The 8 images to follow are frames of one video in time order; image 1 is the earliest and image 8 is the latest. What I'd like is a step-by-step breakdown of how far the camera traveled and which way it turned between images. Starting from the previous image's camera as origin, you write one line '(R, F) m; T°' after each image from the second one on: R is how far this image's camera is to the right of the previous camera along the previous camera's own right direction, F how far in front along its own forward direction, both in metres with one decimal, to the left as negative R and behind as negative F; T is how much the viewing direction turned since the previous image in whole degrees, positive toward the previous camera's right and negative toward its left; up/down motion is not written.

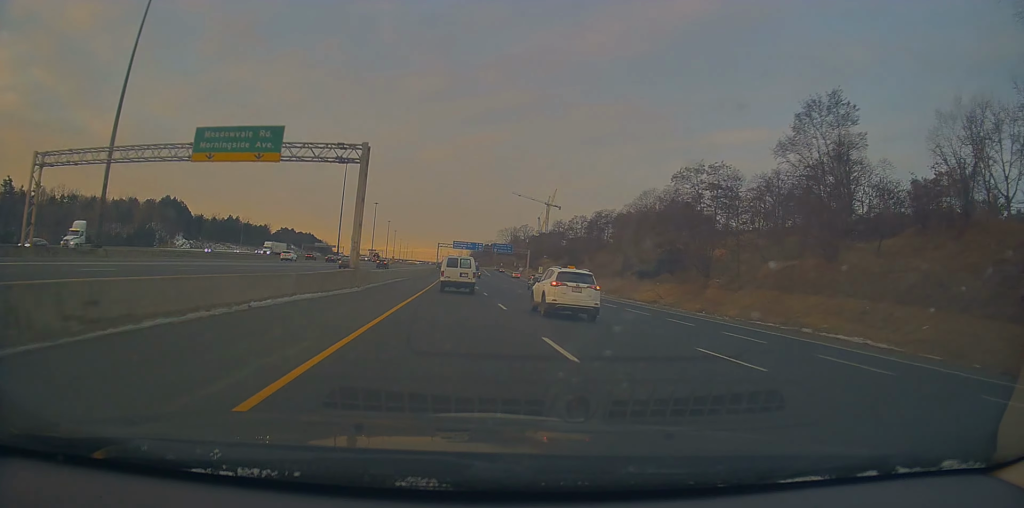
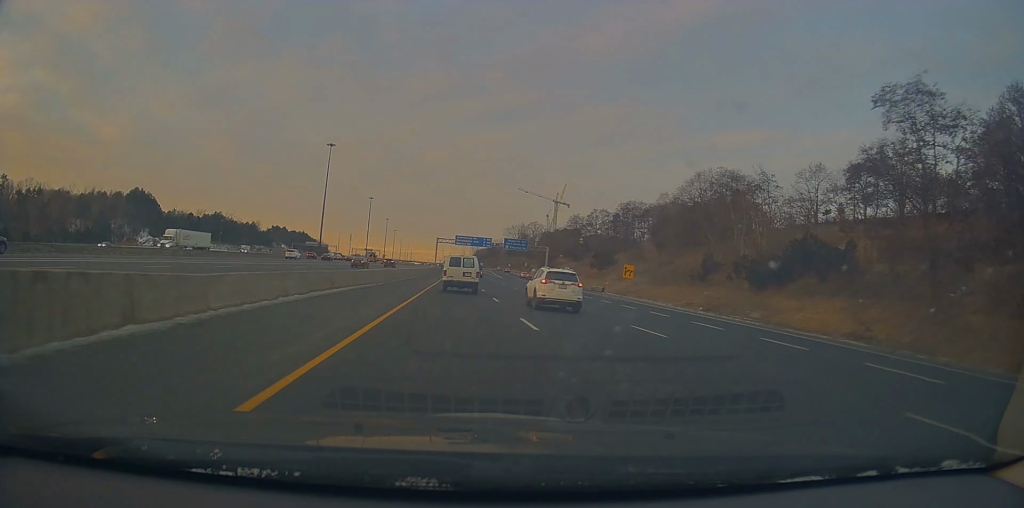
(0.0, +31.4) m; +1°
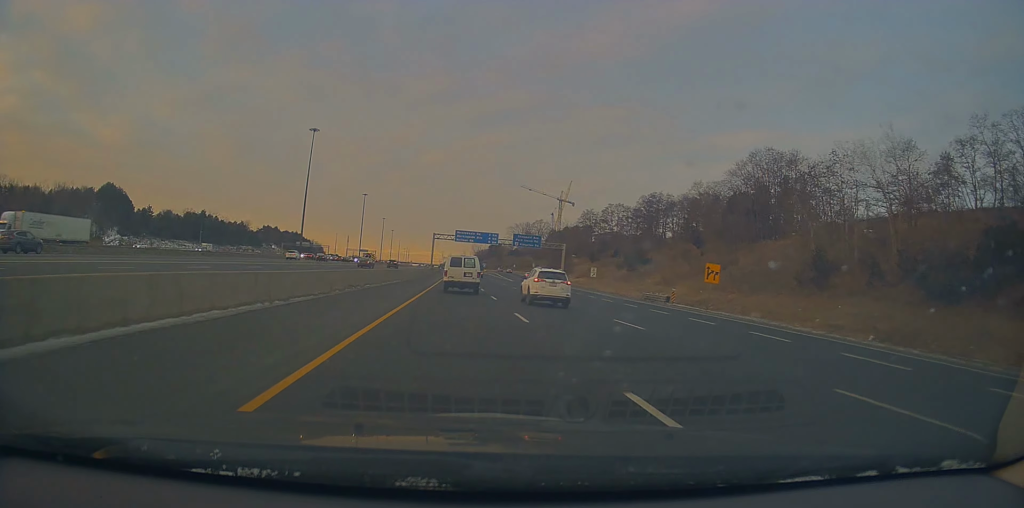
(+0.3, +22.5) m; 0°
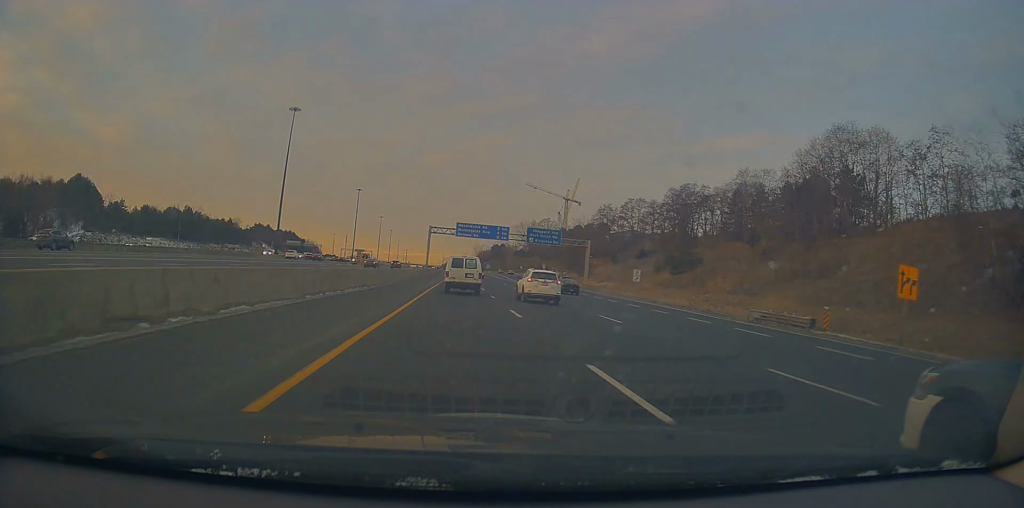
(-0.2, +22.3) m; 0°
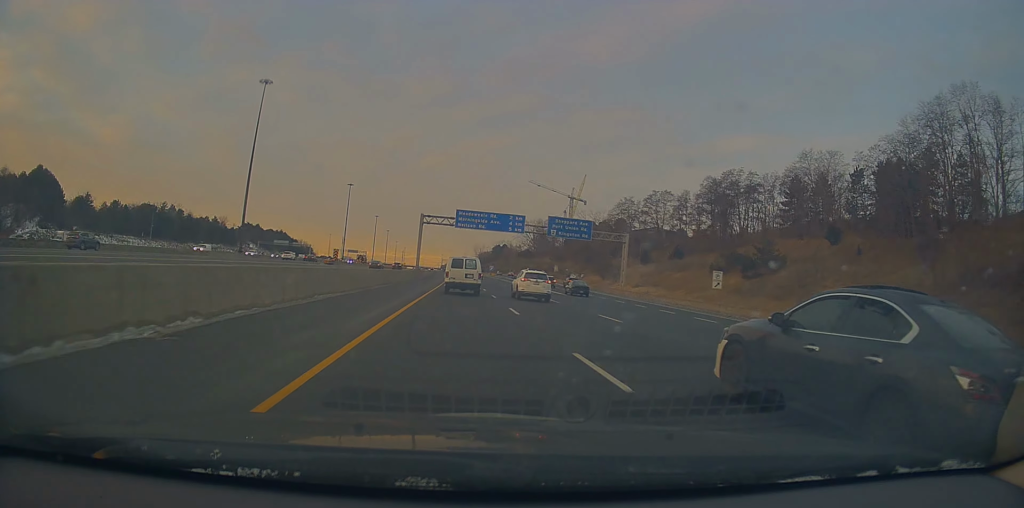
(+0.1, +22.9) m; -1°
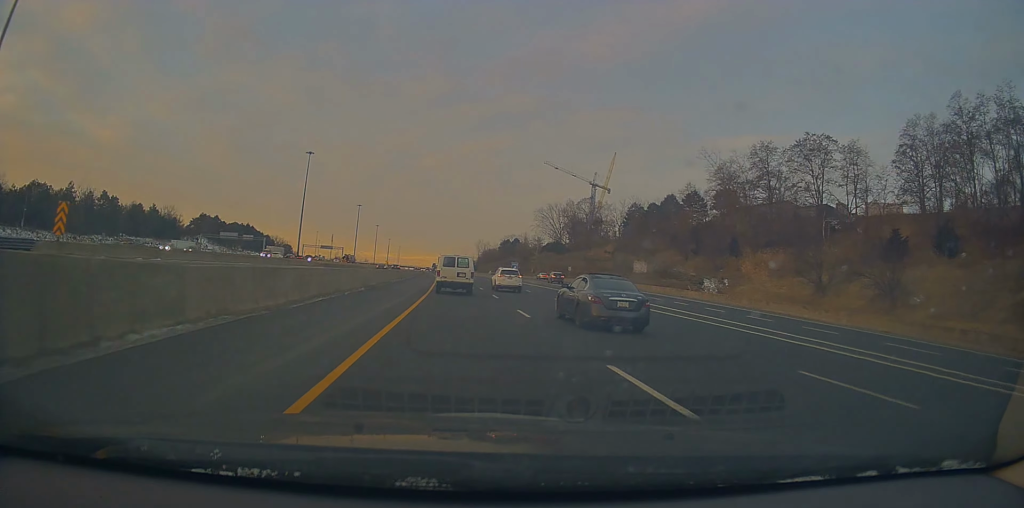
(-0.4, +73.1) m; +1°
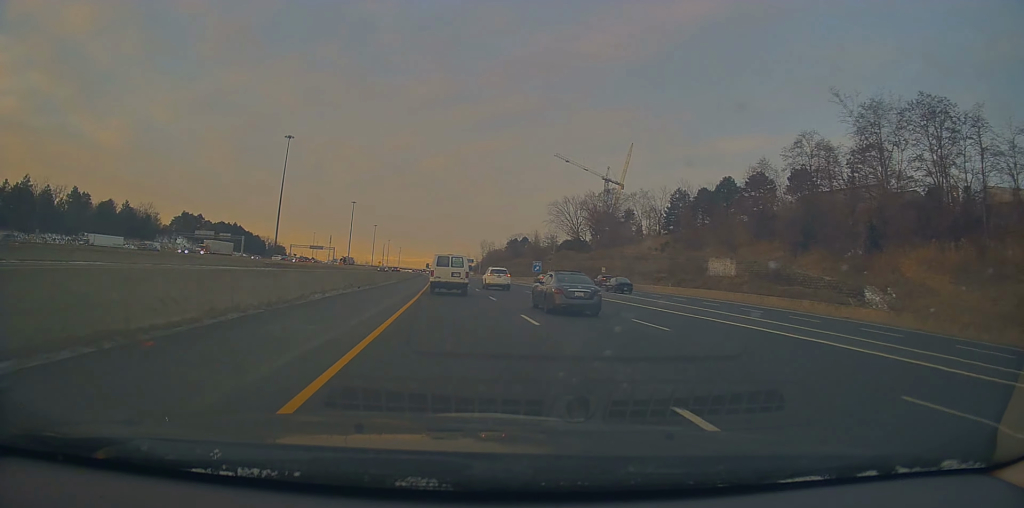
(+0.1, +26.8) m; 0°
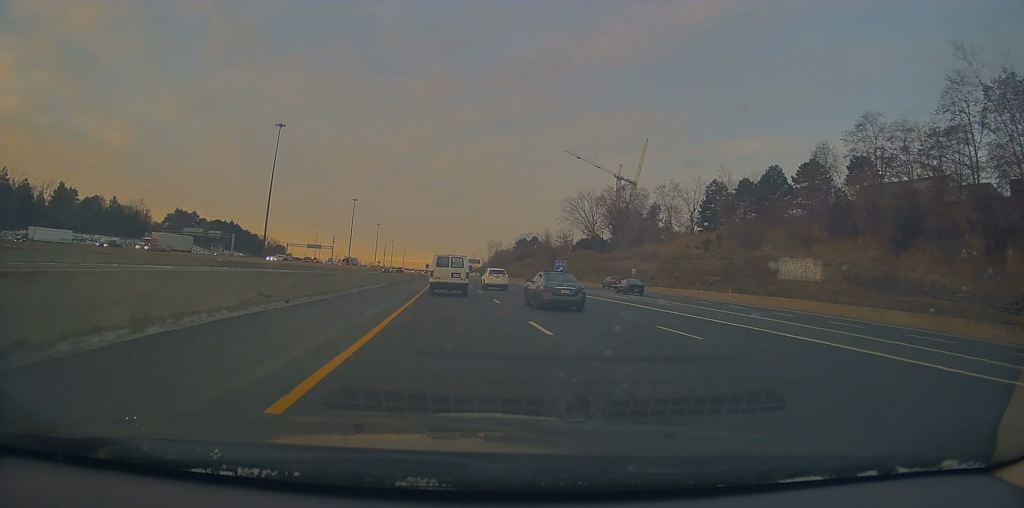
(0.0, +14.3) m; -1°
